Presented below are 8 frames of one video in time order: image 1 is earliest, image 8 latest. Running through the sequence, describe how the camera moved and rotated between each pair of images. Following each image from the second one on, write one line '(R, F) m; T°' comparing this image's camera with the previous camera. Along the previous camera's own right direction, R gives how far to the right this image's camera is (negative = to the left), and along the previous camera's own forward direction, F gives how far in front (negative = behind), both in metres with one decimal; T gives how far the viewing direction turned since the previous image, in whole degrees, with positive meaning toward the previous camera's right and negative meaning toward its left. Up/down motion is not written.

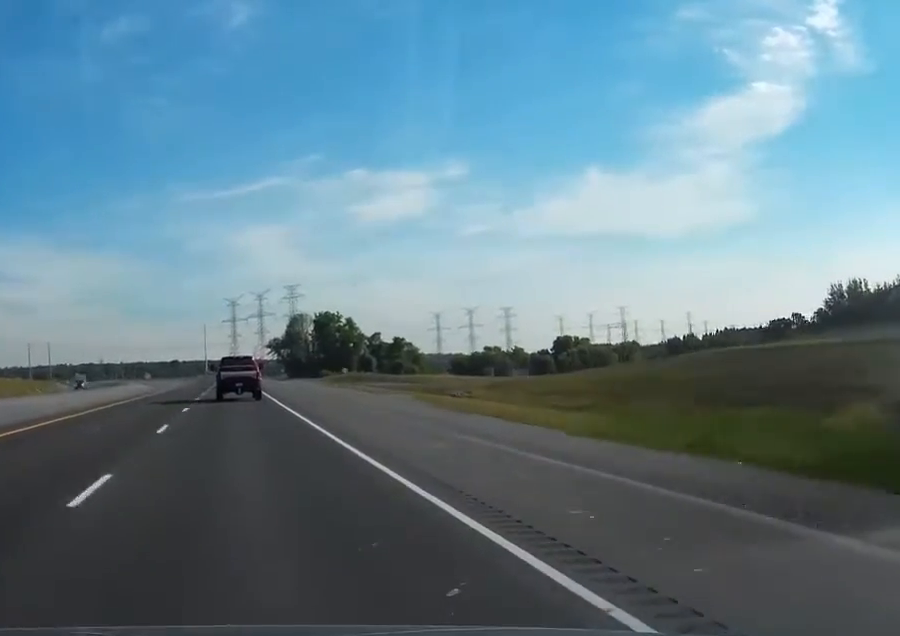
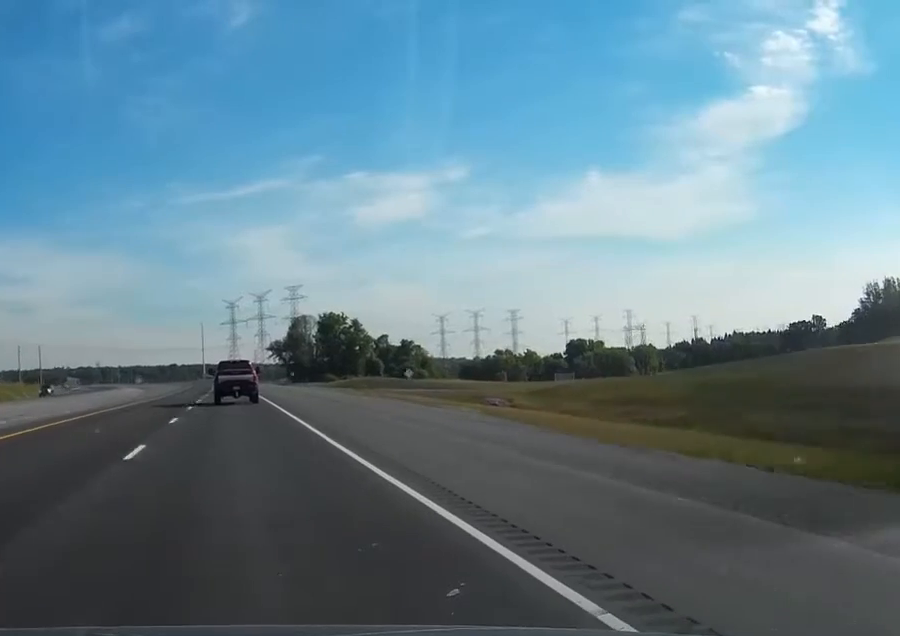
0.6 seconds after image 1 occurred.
(-0.1, +17.9) m; 0°
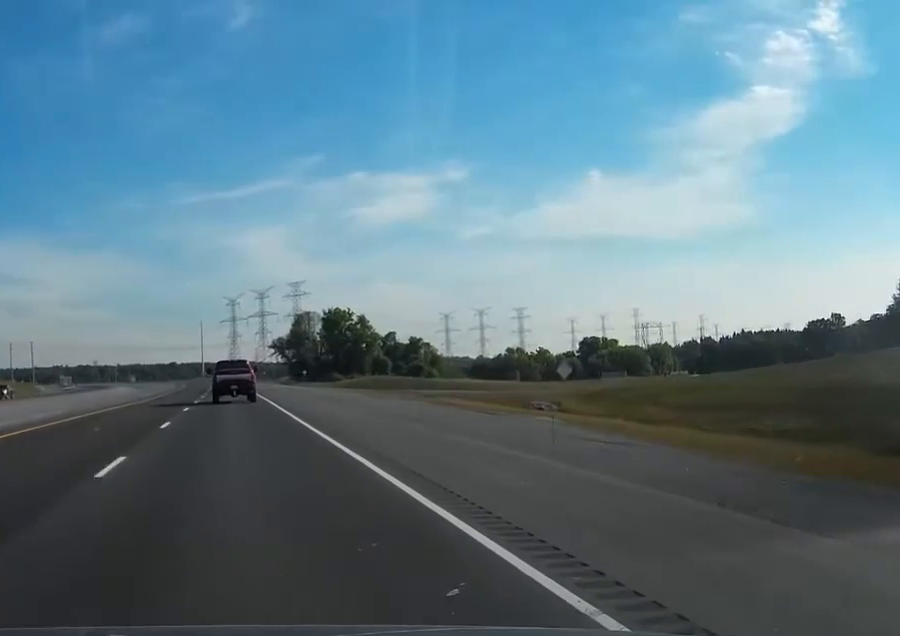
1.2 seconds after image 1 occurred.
(+0.1, +15.1) m; 0°
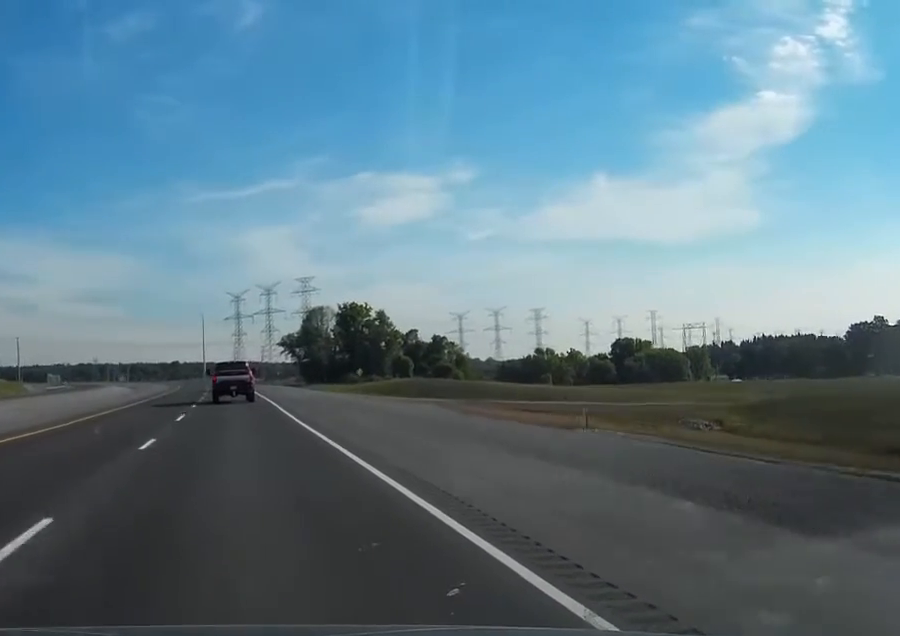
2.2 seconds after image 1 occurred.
(0.0, +30.2) m; 0°
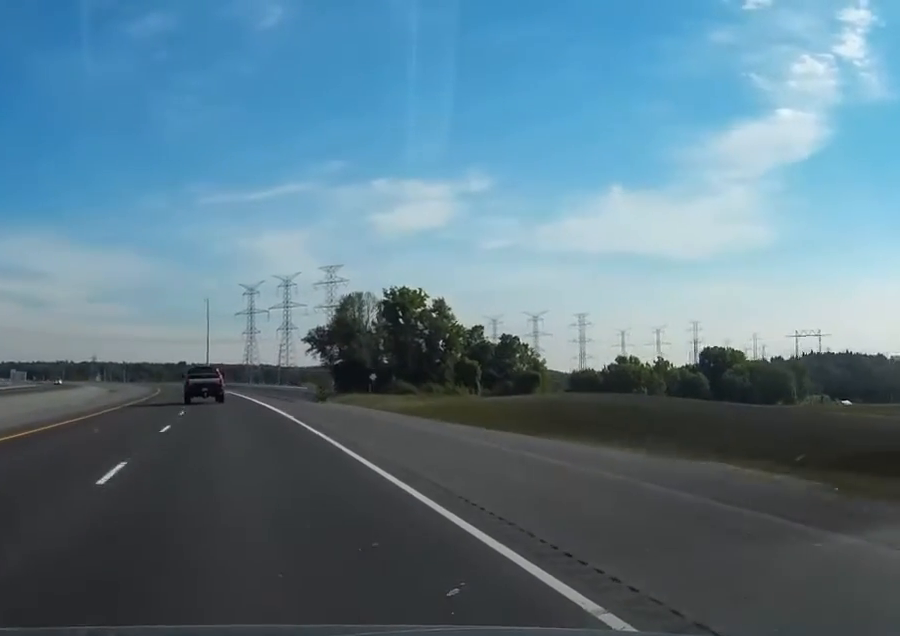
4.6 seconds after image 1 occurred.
(-0.3, +66.0) m; -1°
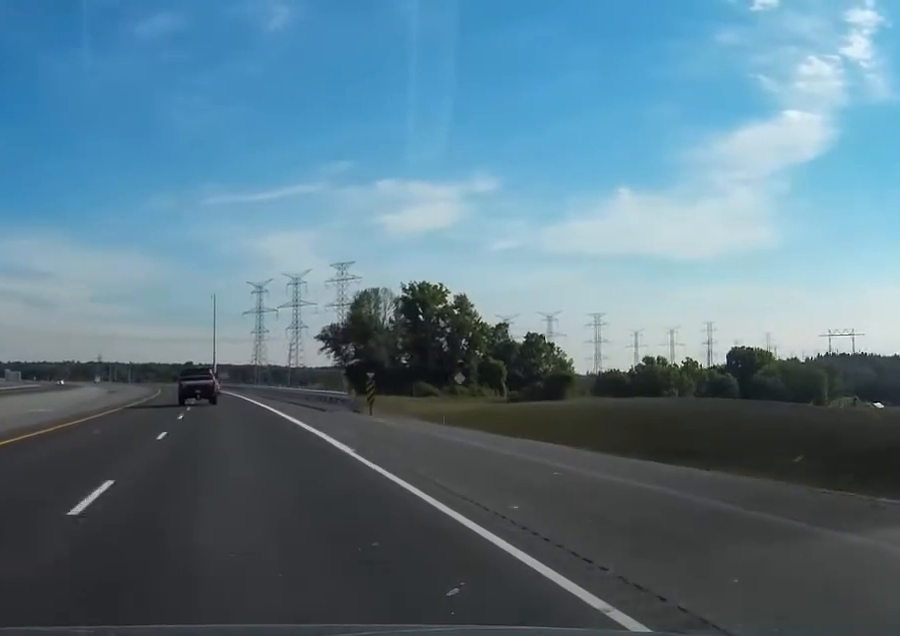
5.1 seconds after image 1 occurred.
(-0.1, +14.2) m; 0°
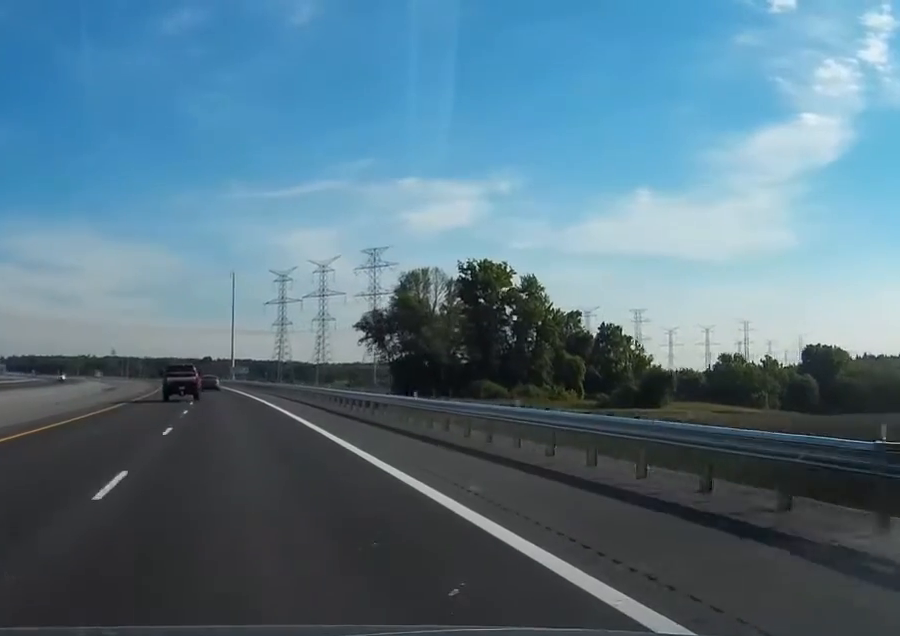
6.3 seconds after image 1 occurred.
(-0.3, +35.1) m; -1°
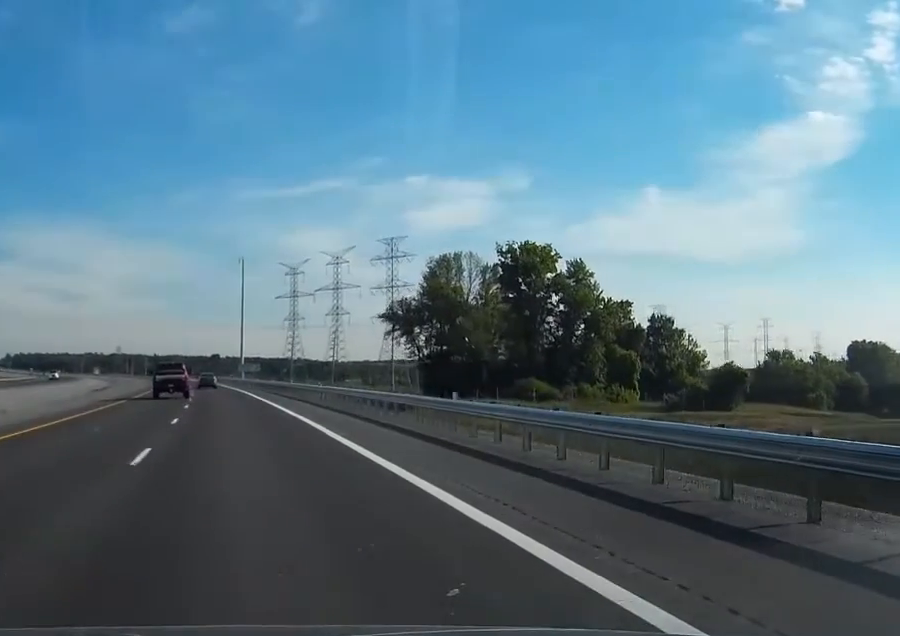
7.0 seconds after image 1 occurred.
(-0.1, +20.0) m; -1°
